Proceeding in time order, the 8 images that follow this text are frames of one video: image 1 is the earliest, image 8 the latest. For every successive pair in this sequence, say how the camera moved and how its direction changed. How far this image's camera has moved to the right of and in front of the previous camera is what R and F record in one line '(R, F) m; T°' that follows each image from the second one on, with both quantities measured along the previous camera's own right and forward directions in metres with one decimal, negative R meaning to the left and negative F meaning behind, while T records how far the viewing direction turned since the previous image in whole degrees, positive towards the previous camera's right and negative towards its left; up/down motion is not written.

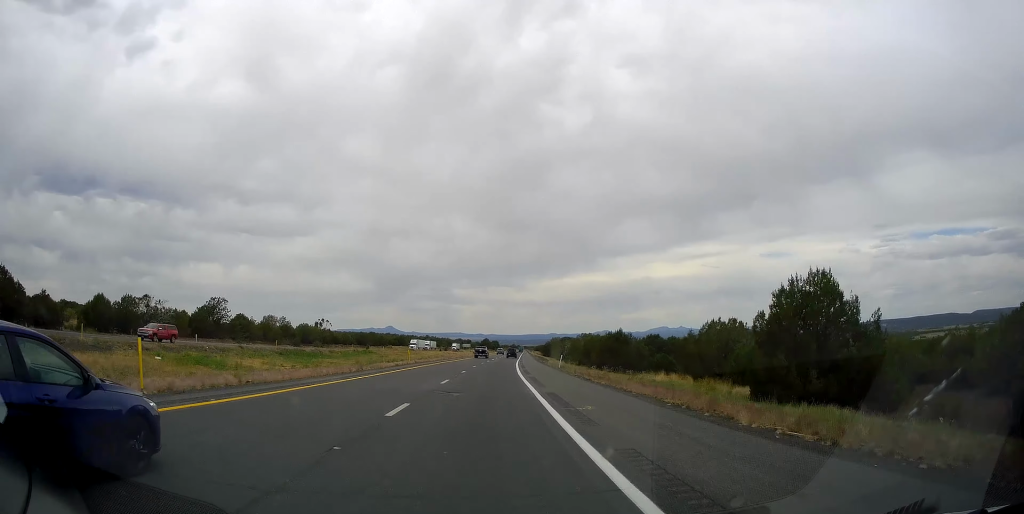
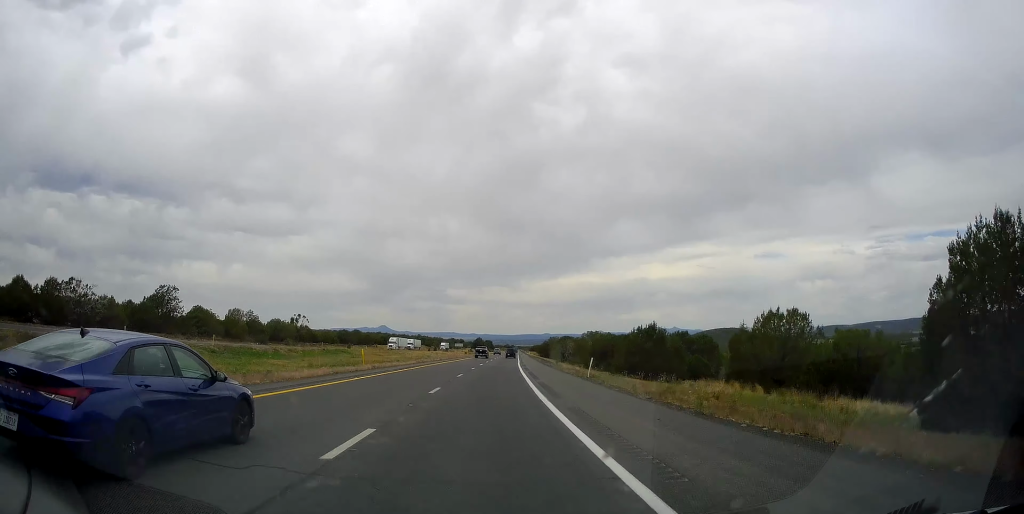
(-0.1, +17.5) m; +1°
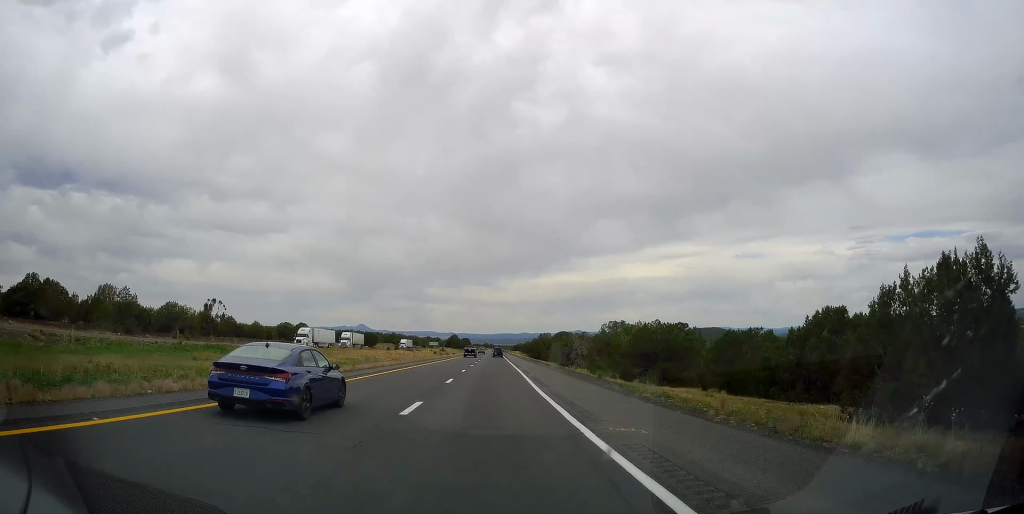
(+0.7, +42.5) m; +1°
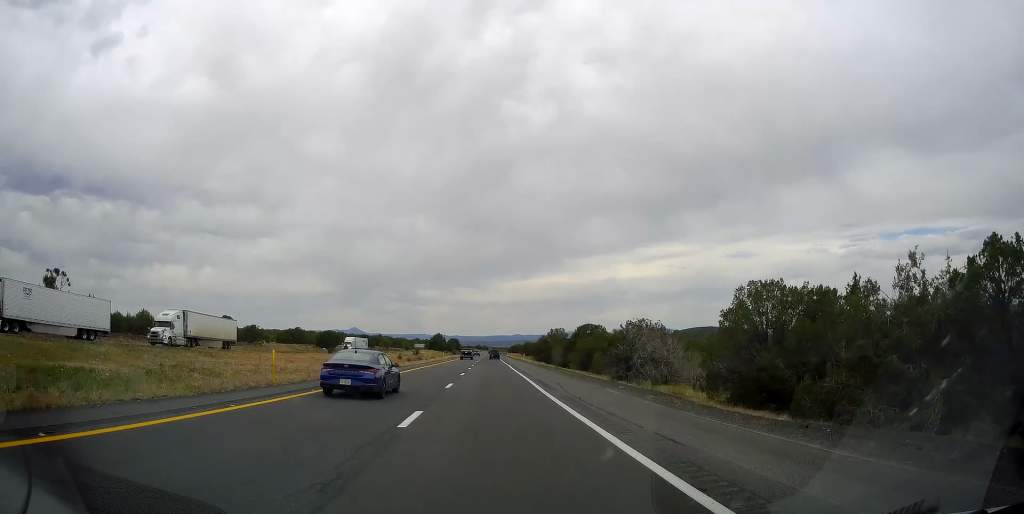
(+0.2, +50.7) m; +2°
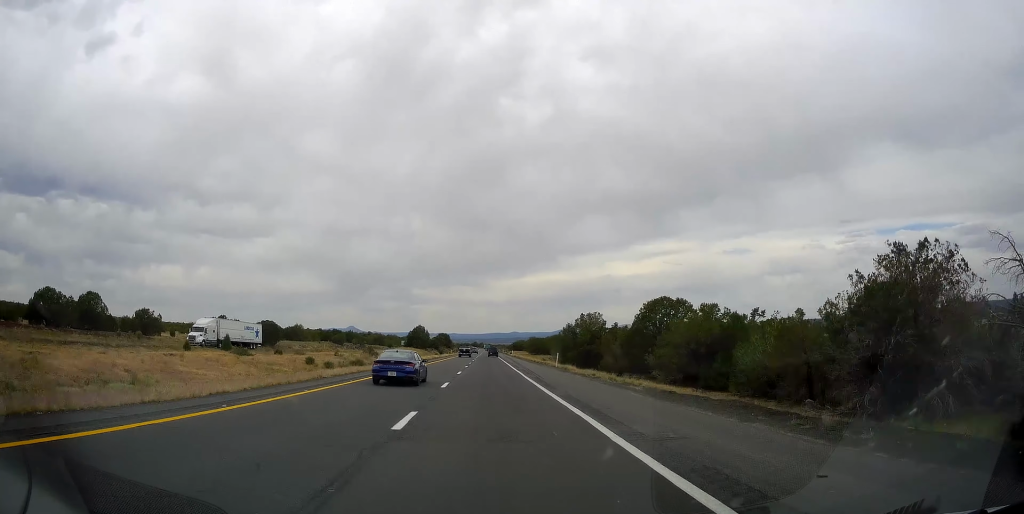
(+1.4, +49.8) m; +1°
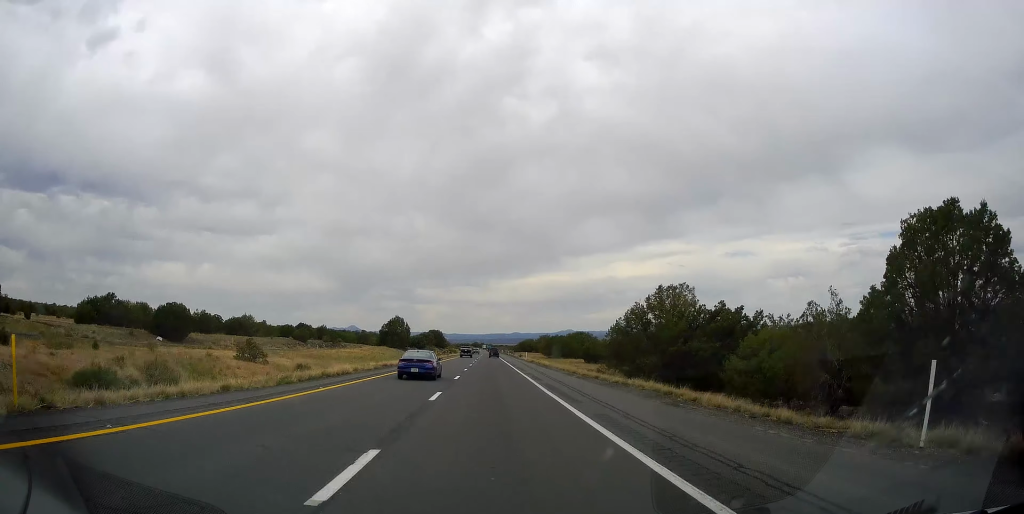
(-0.8, +42.1) m; -1°
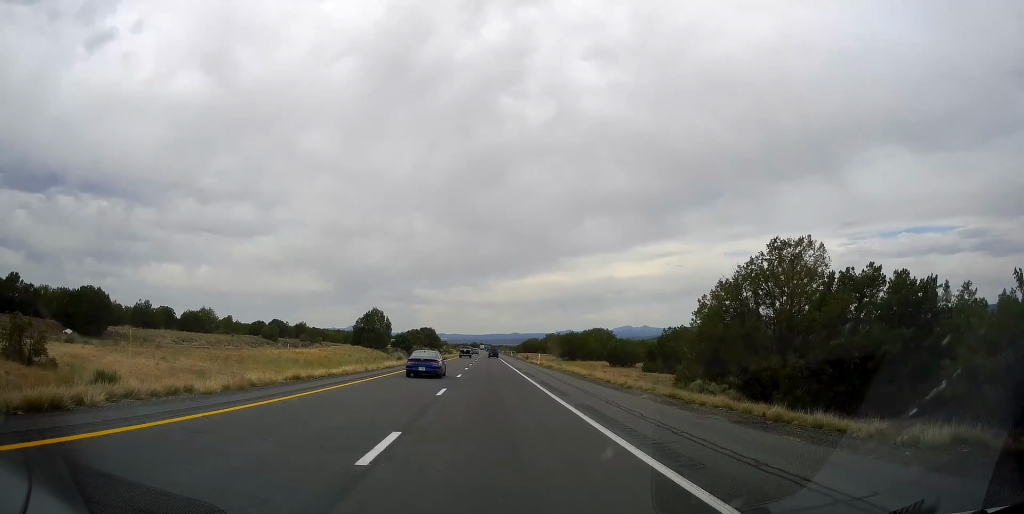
(+0.1, +22.1) m; 0°
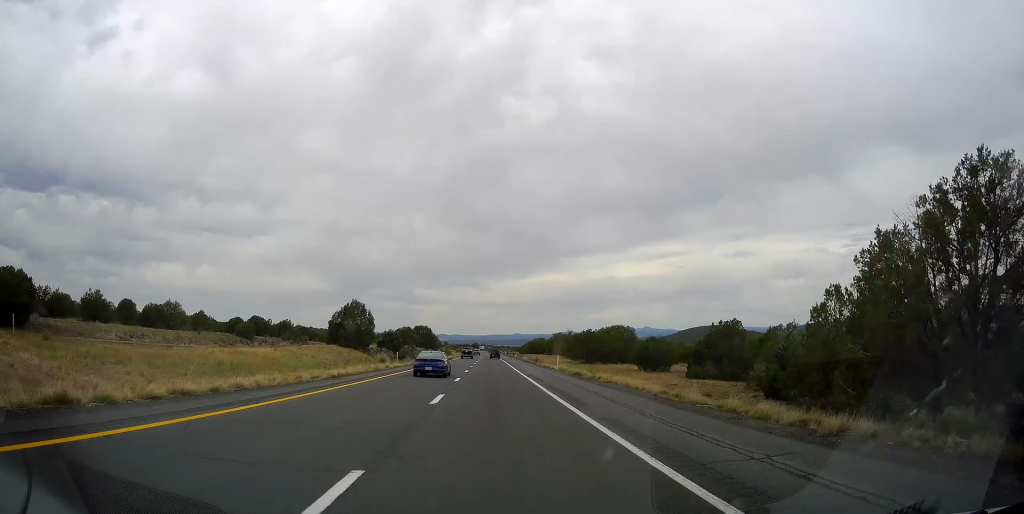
(-0.1, +15.5) m; 0°
